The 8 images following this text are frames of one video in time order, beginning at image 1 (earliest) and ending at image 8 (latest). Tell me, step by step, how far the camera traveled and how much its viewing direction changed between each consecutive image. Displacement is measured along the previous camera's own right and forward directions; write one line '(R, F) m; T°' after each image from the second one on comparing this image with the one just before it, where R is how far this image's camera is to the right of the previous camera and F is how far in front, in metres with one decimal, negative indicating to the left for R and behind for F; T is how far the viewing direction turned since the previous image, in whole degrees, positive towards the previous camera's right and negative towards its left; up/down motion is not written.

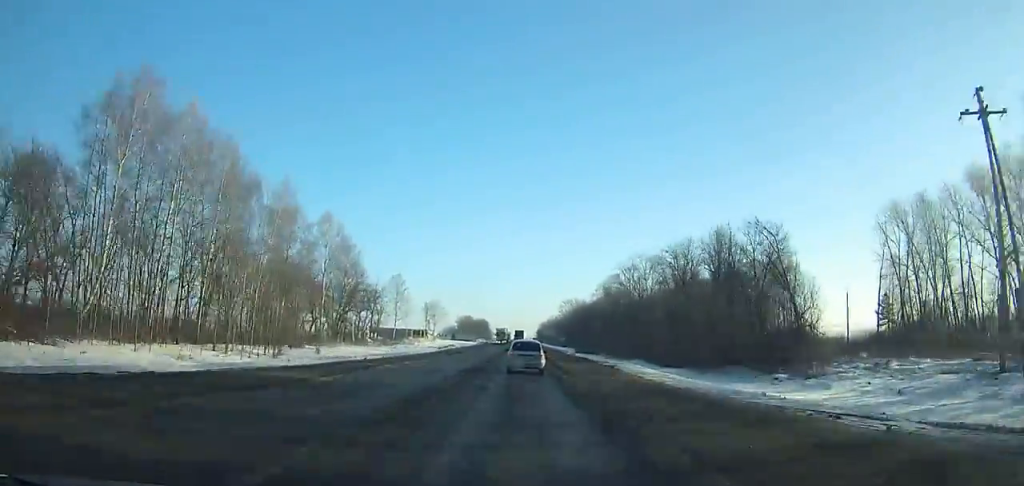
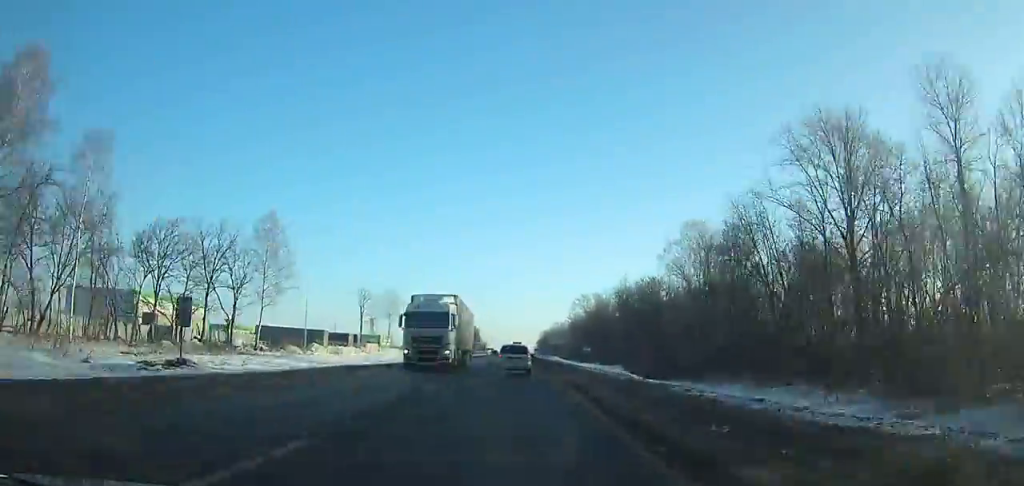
(+0.3, +82.0) m; 0°
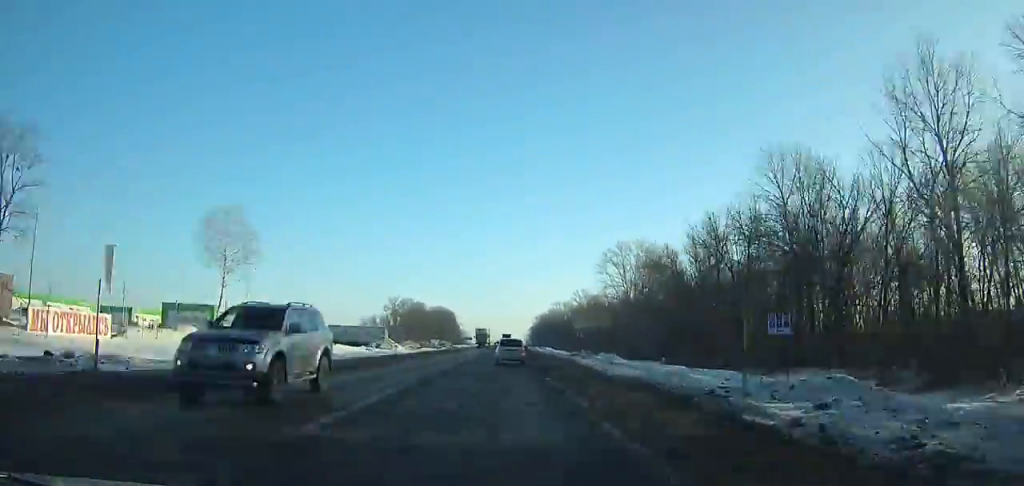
(-0.4, +94.7) m; 0°
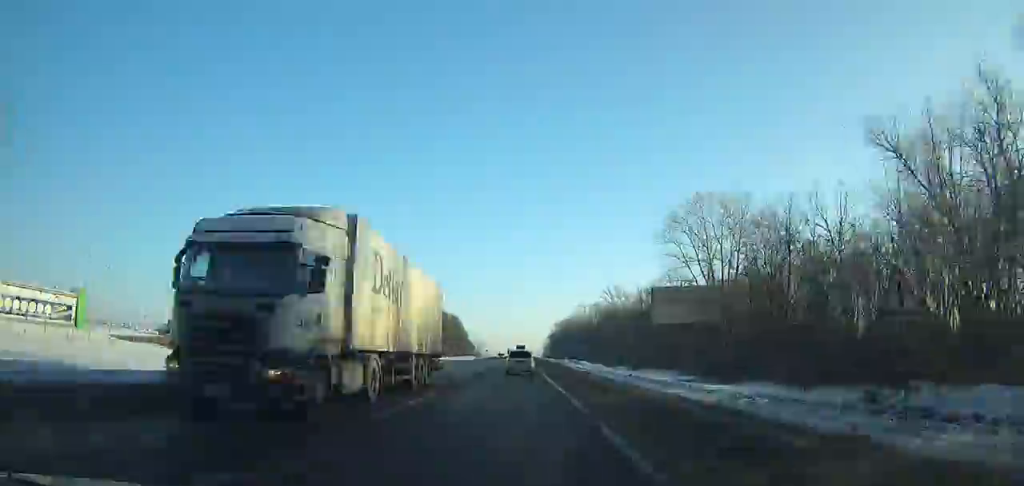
(-0.1, +48.1) m; 0°
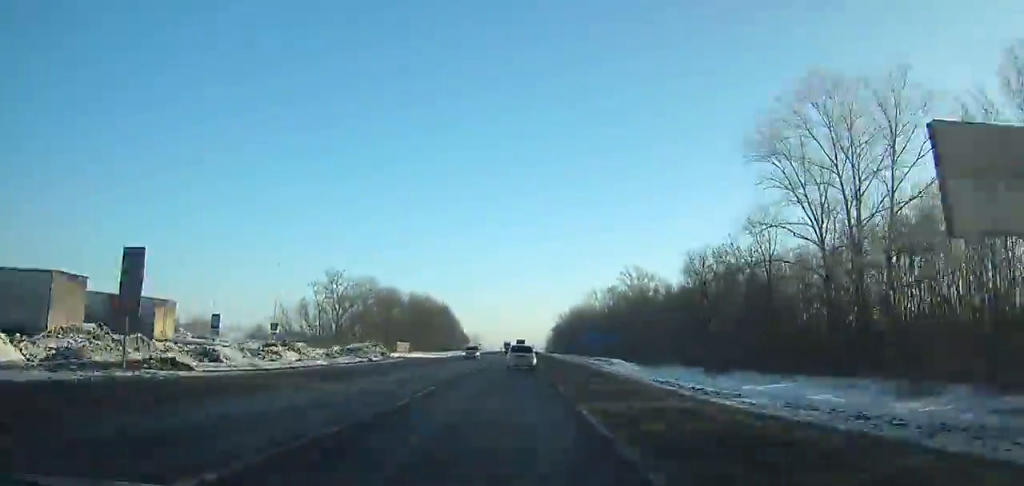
(-0.1, +34.9) m; 0°
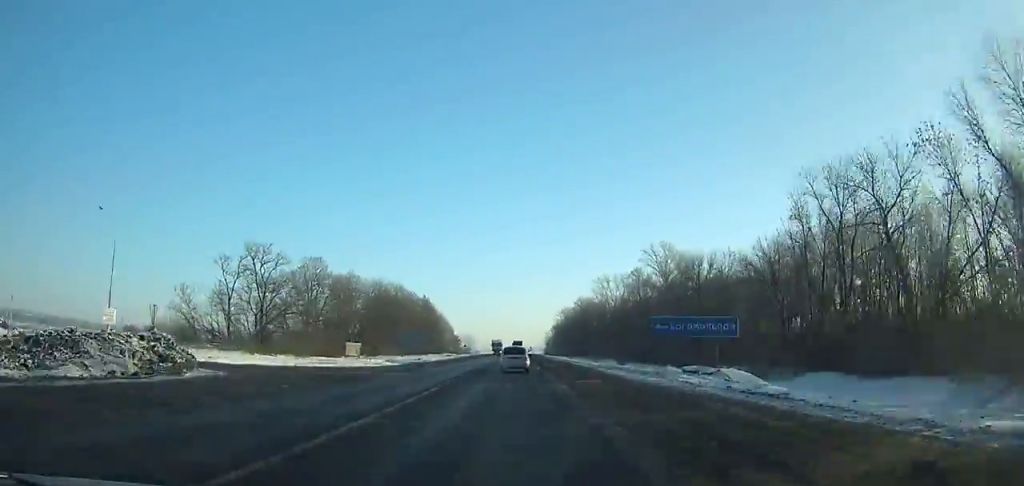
(+0.1, +35.3) m; 0°
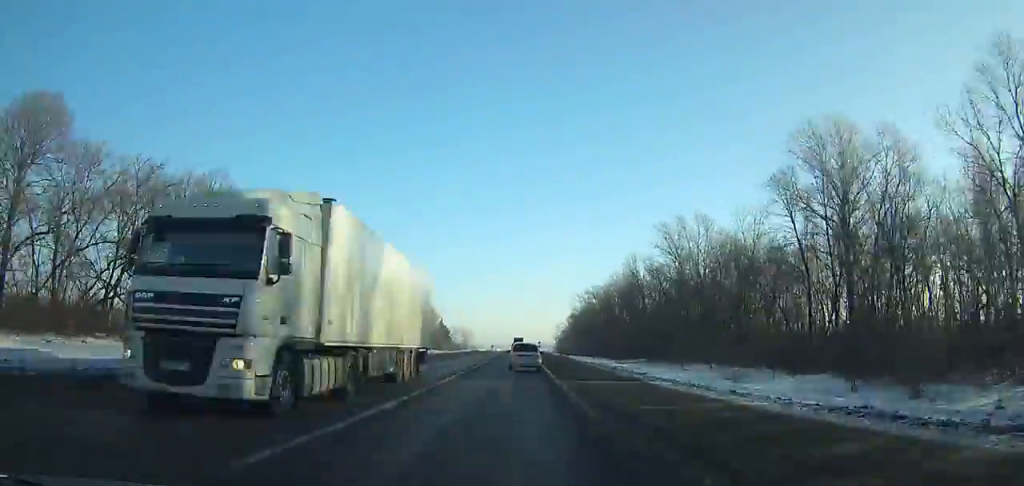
(+0.3, +68.8) m; 0°
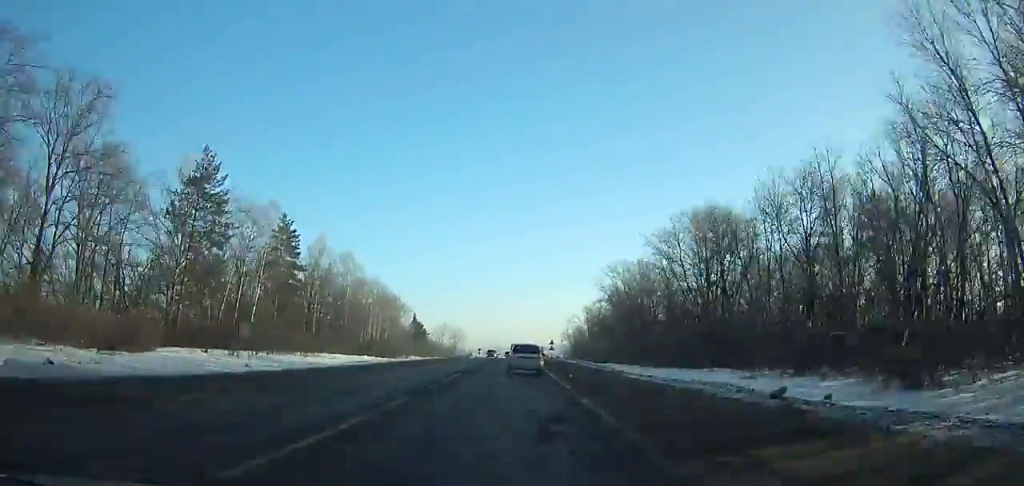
(-0.4, +71.9) m; 0°
